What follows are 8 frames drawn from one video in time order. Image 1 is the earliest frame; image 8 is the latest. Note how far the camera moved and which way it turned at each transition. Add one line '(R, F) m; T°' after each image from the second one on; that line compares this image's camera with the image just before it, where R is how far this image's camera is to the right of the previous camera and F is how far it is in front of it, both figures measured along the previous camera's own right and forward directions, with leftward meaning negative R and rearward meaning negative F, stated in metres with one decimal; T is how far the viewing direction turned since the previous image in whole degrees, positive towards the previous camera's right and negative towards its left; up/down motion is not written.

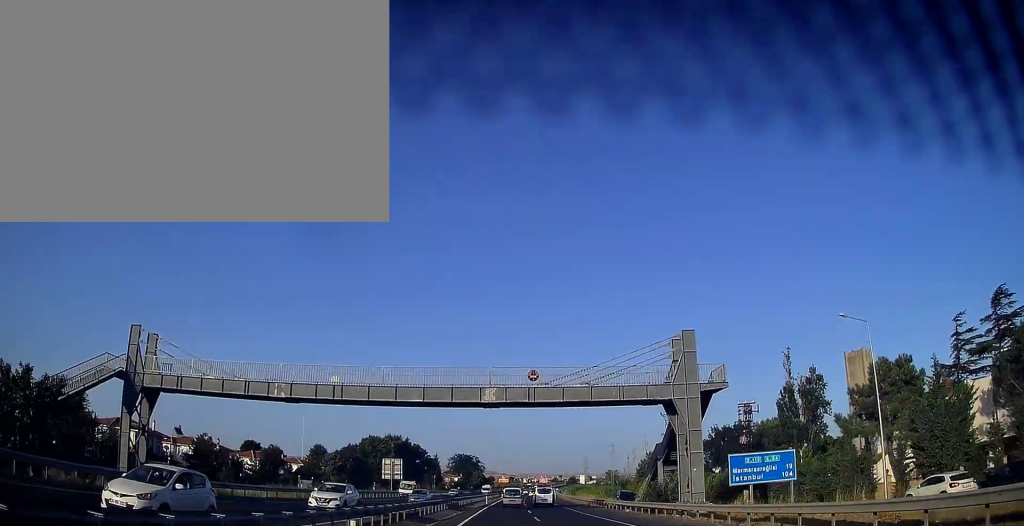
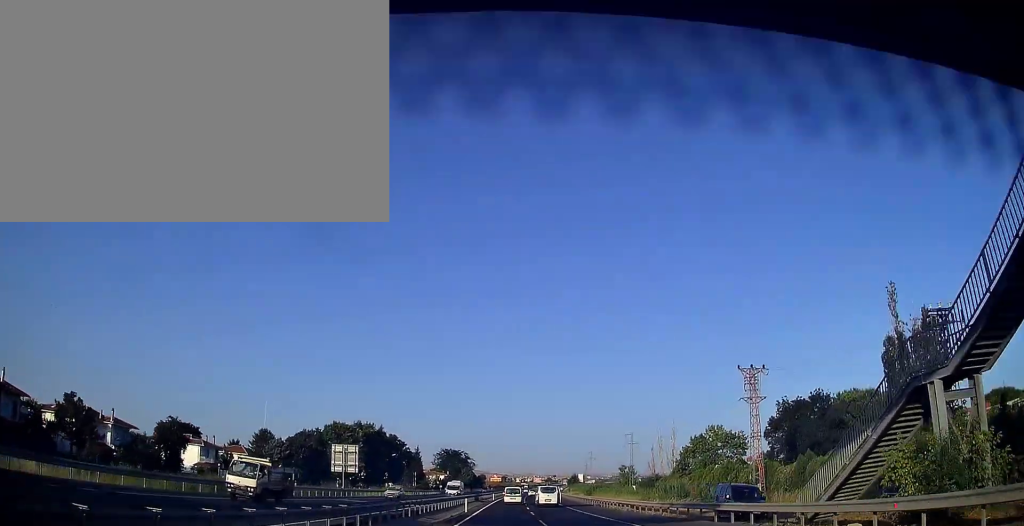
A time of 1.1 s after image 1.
(+0.2, +31.3) m; +1°
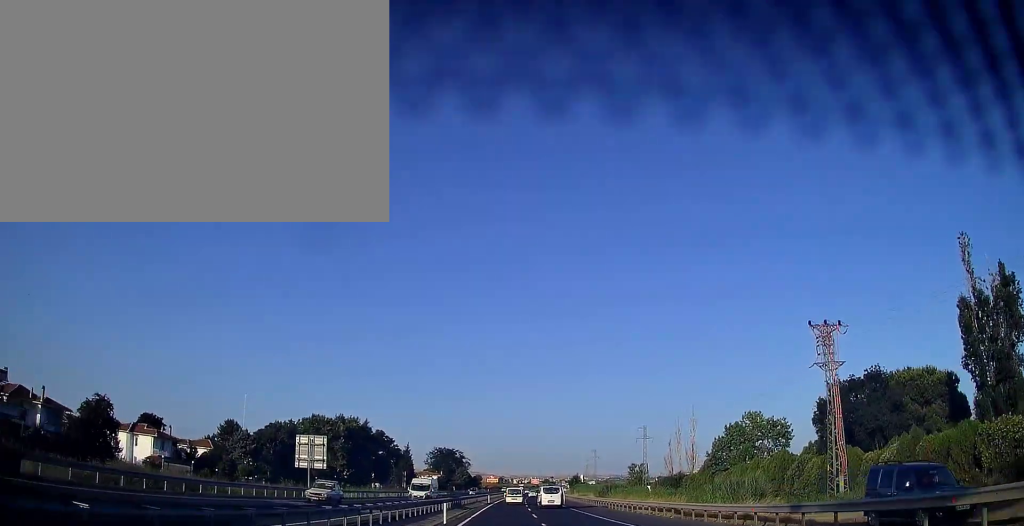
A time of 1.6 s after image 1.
(+0.1, +14.1) m; +1°
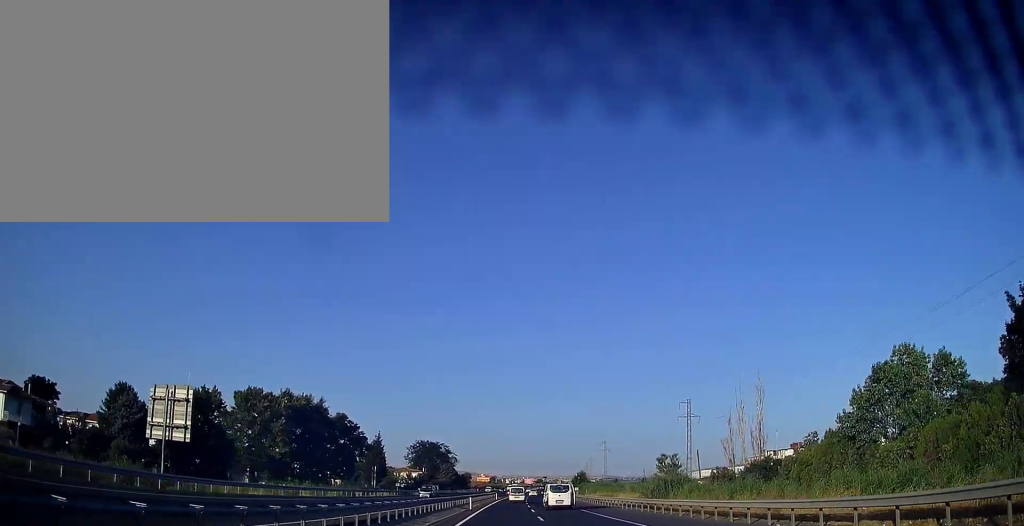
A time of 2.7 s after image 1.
(+0.2, +30.8) m; 0°
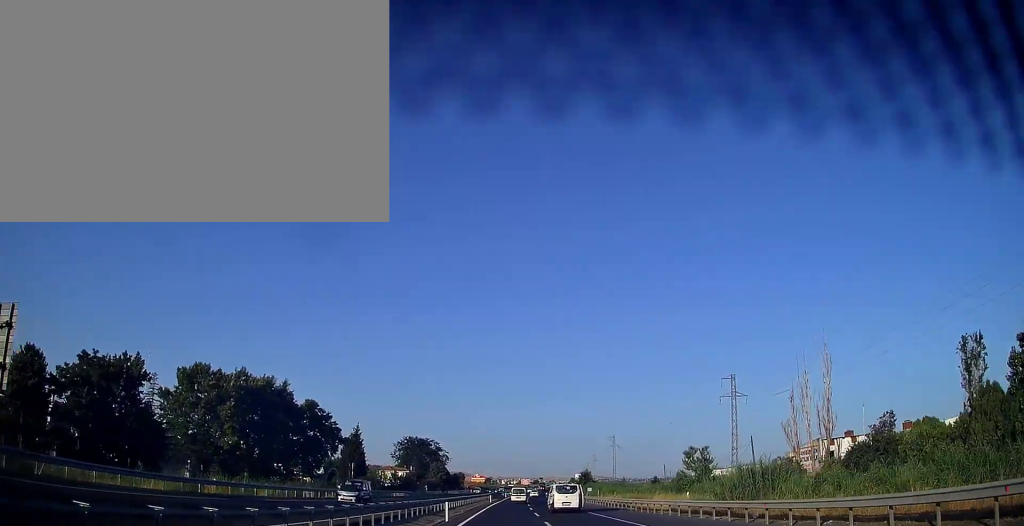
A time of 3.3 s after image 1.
(0.0, +17.6) m; 0°
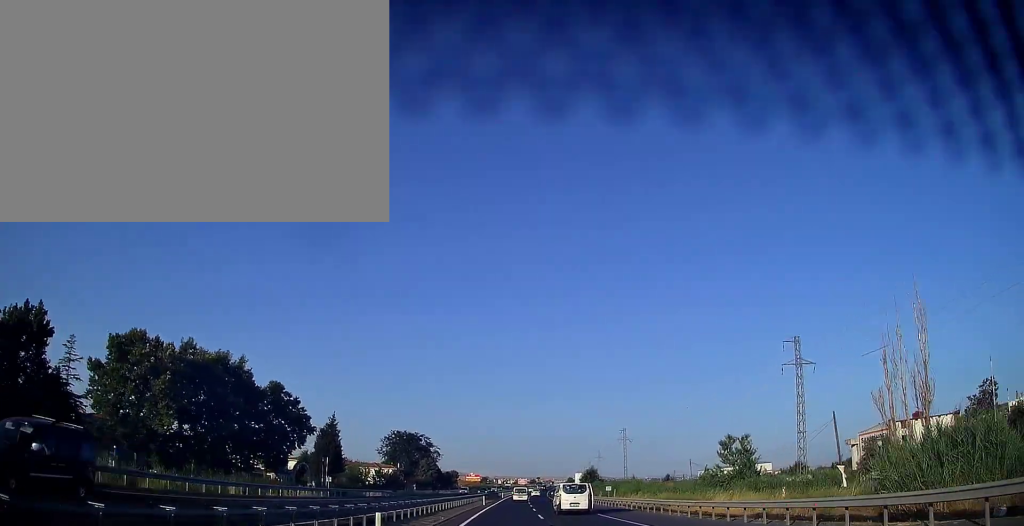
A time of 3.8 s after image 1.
(0.0, +14.8) m; 0°
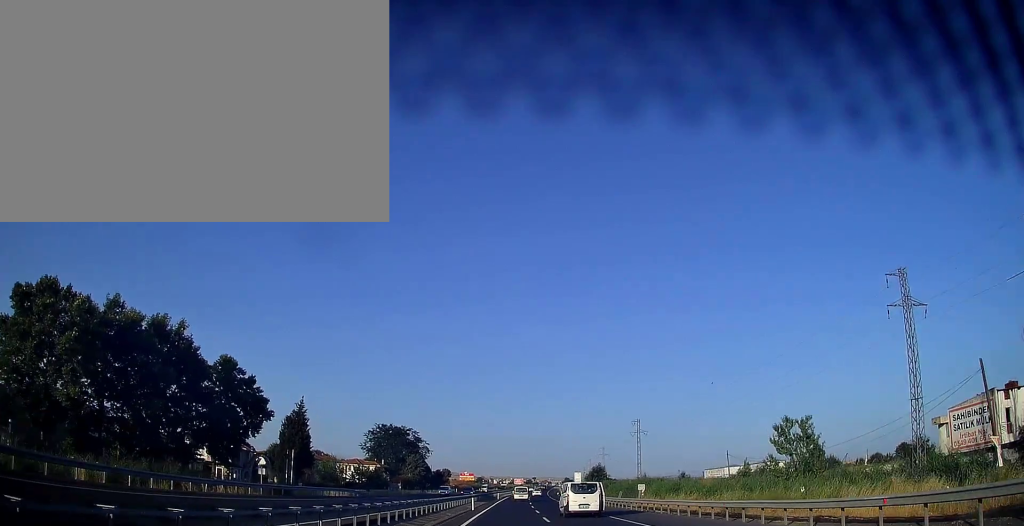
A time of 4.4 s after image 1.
(-0.1, +16.8) m; +1°
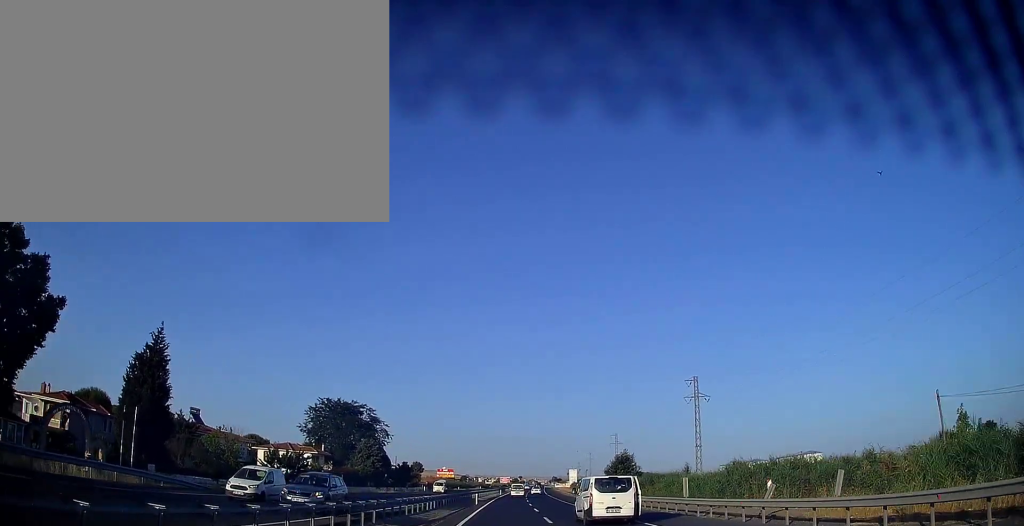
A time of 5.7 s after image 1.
(+0.6, +38.8) m; +1°
